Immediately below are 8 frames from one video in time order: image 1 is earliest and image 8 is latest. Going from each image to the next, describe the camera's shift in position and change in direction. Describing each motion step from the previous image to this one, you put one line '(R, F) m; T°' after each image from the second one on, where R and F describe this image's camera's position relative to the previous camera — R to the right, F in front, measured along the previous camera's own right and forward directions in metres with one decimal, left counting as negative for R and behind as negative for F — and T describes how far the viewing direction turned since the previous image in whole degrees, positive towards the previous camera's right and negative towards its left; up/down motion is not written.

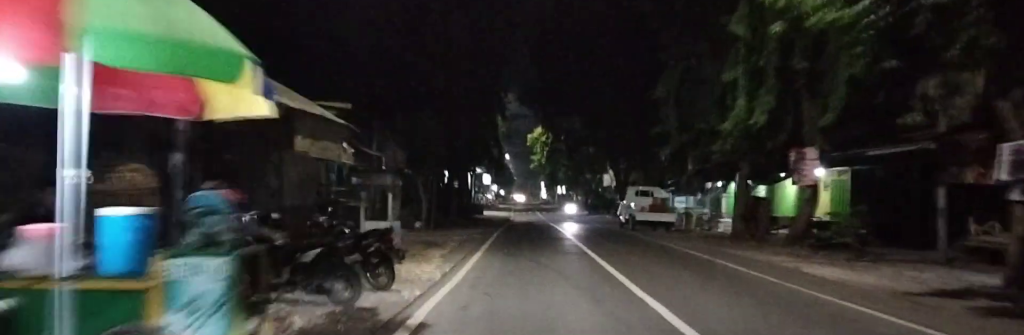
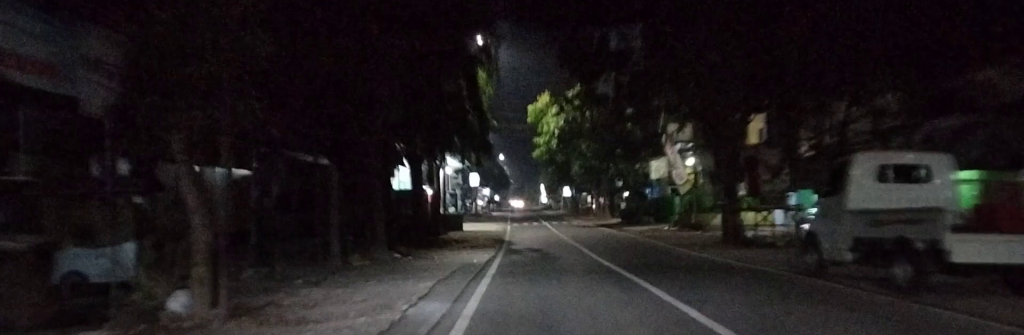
(+0.9, +23.7) m; +2°
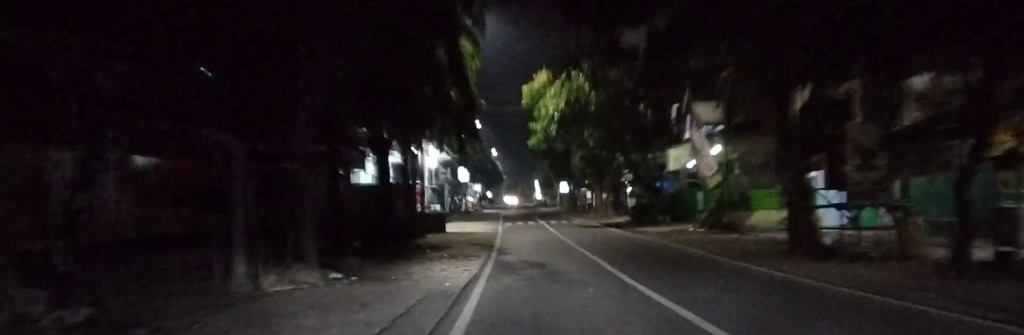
(-0.2, +6.4) m; -1°
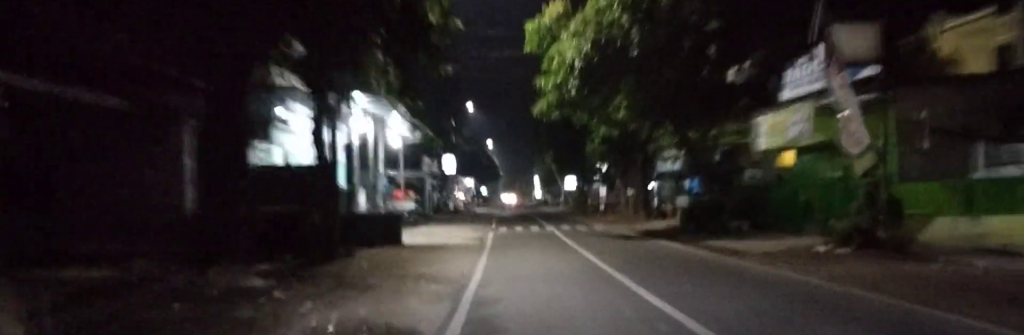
(-0.2, +12.5) m; -1°
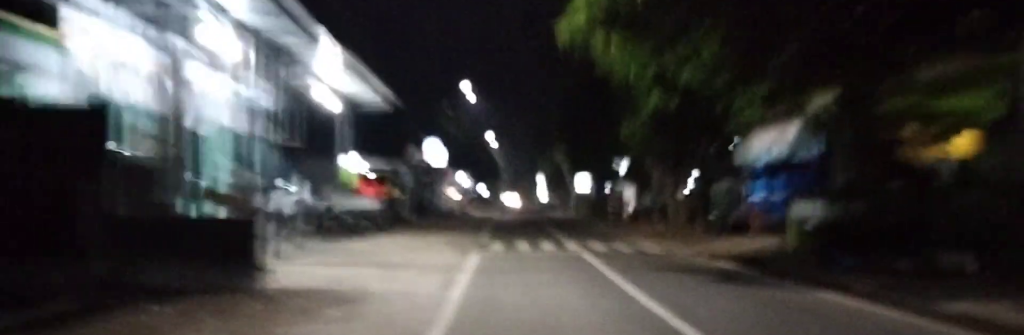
(-0.1, +12.1) m; 0°
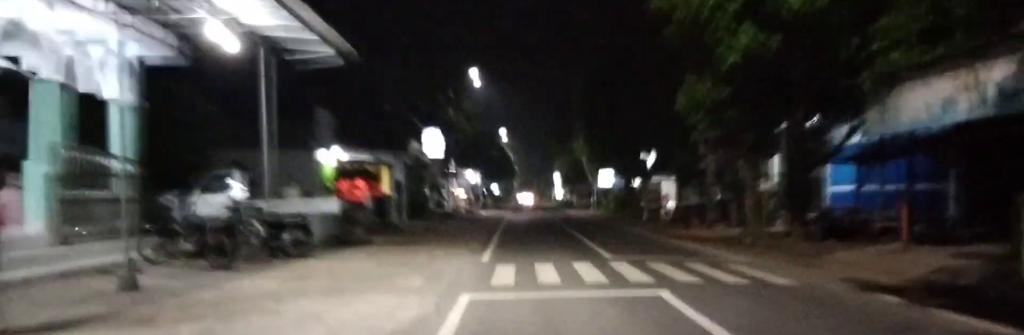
(0.0, +7.6) m; +1°
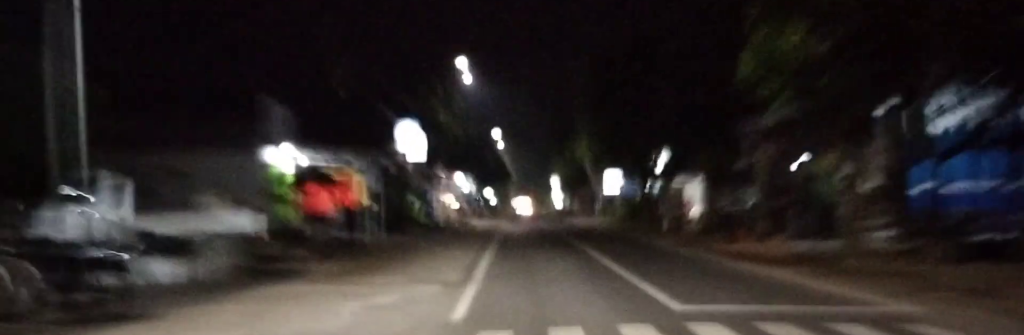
(+0.2, +6.4) m; +1°
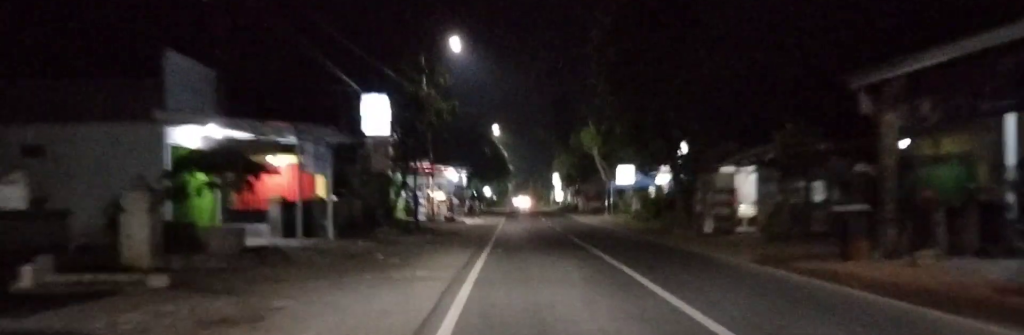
(0.0, +7.9) m; +1°
